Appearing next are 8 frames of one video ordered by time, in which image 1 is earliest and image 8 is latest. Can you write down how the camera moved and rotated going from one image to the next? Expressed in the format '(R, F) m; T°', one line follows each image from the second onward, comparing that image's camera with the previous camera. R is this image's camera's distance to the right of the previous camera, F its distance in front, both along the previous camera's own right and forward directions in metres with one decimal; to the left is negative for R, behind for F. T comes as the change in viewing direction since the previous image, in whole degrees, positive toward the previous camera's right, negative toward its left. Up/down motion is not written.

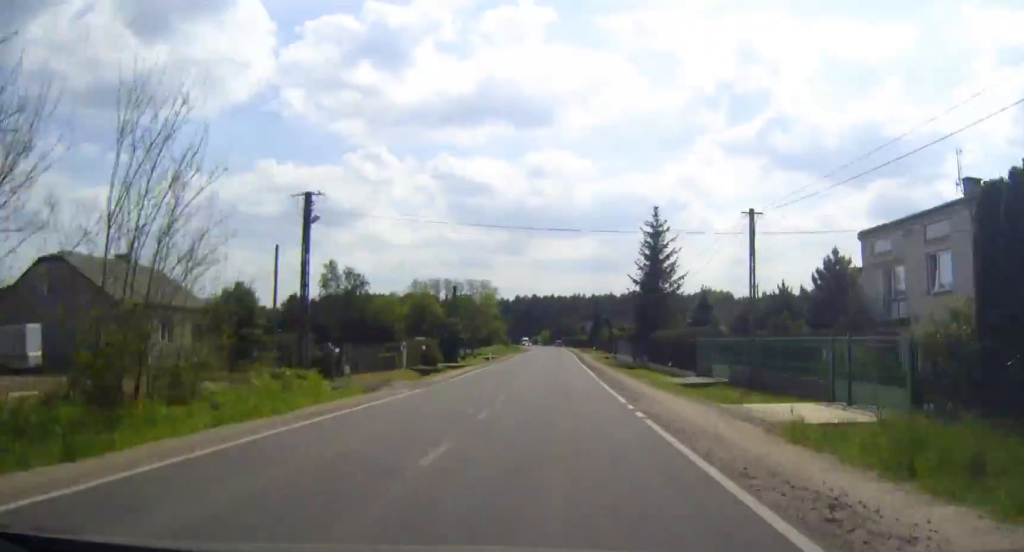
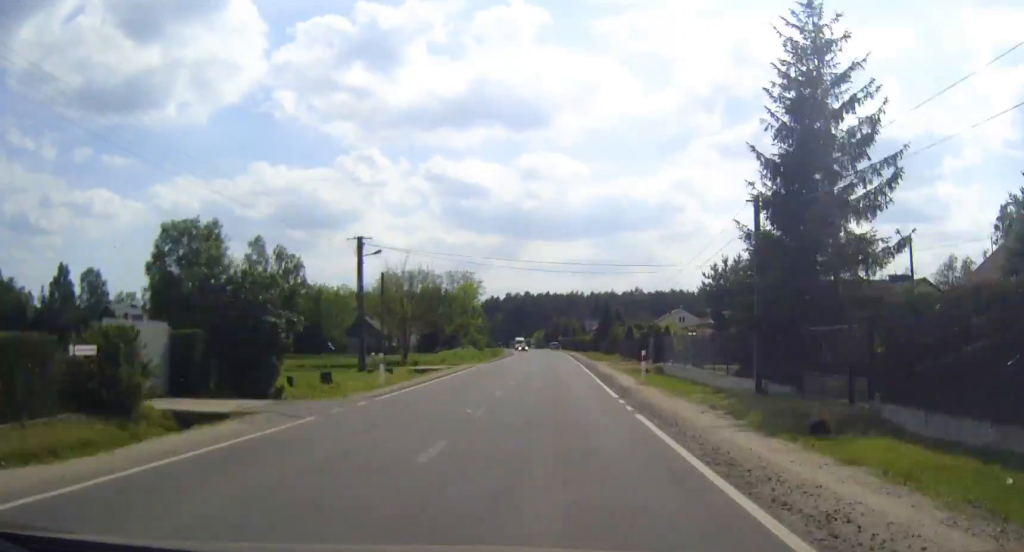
(0.0, +41.6) m; 0°
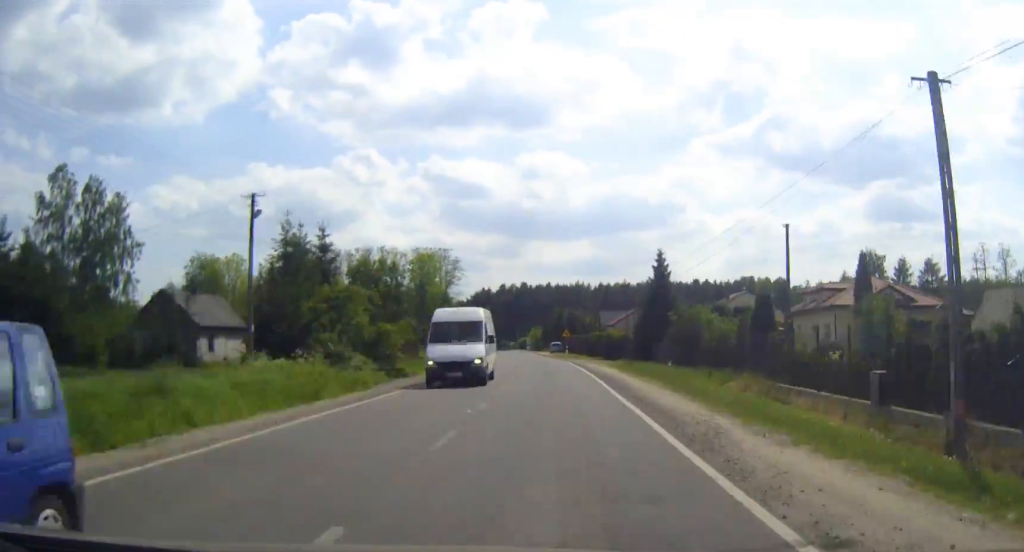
(-0.4, +59.5) m; -1°
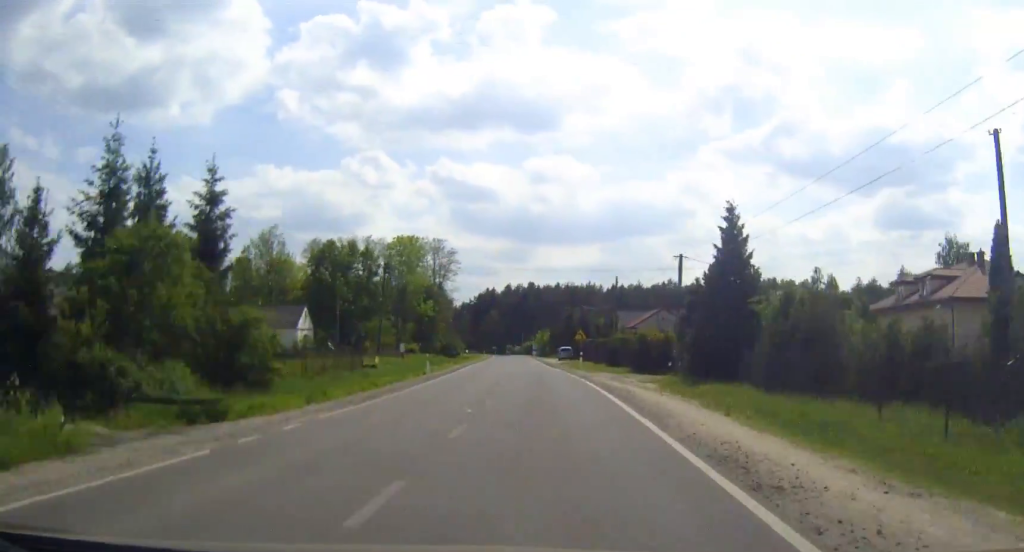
(-0.2, +22.1) m; -1°
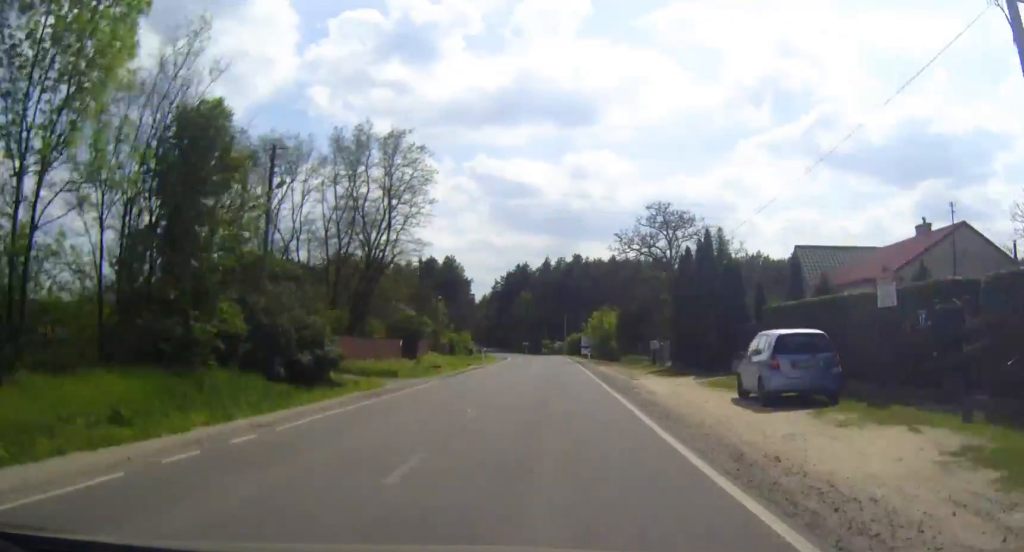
(-1.4, +76.9) m; -2°
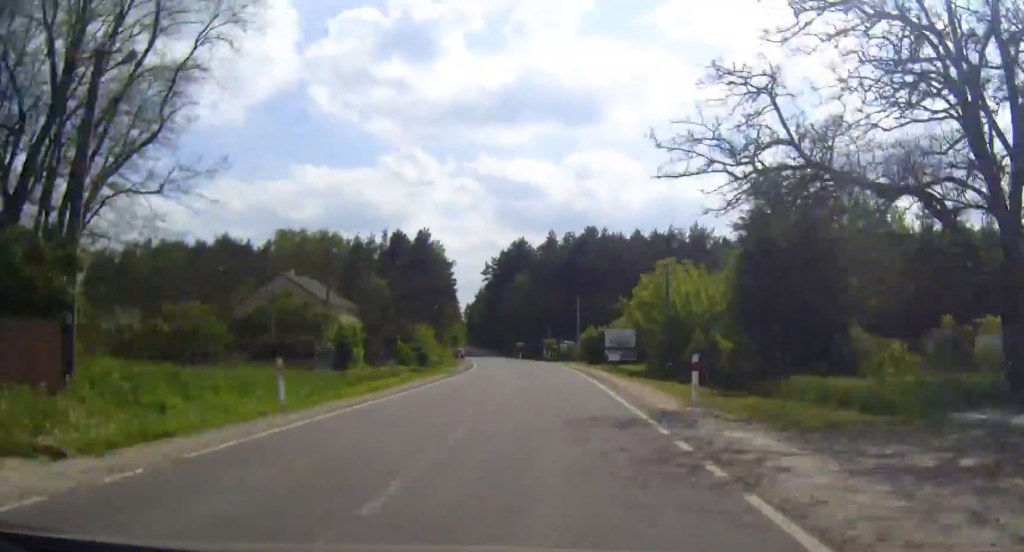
(-0.3, +50.5) m; -2°
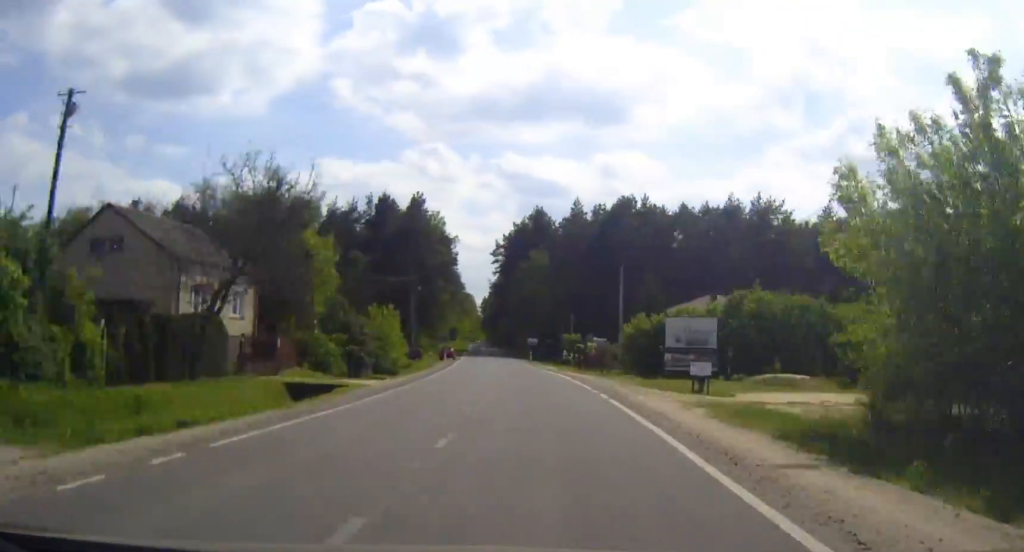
(-0.8, +32.8) m; -2°
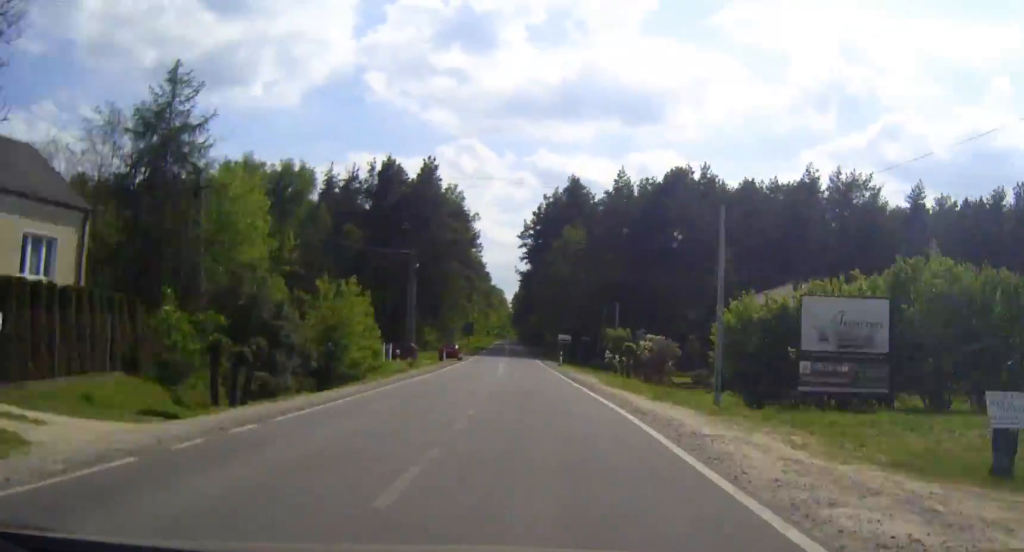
(-0.3, +22.1) m; -1°
